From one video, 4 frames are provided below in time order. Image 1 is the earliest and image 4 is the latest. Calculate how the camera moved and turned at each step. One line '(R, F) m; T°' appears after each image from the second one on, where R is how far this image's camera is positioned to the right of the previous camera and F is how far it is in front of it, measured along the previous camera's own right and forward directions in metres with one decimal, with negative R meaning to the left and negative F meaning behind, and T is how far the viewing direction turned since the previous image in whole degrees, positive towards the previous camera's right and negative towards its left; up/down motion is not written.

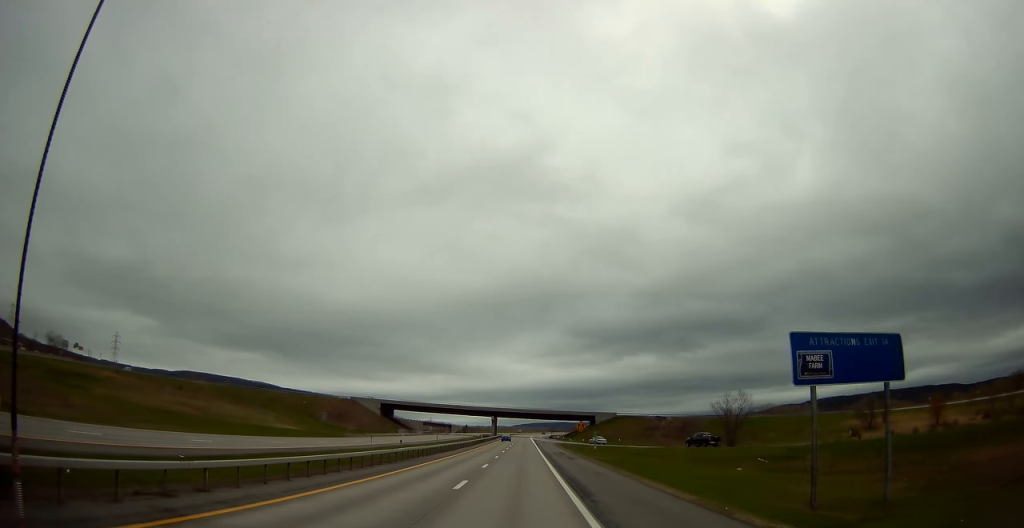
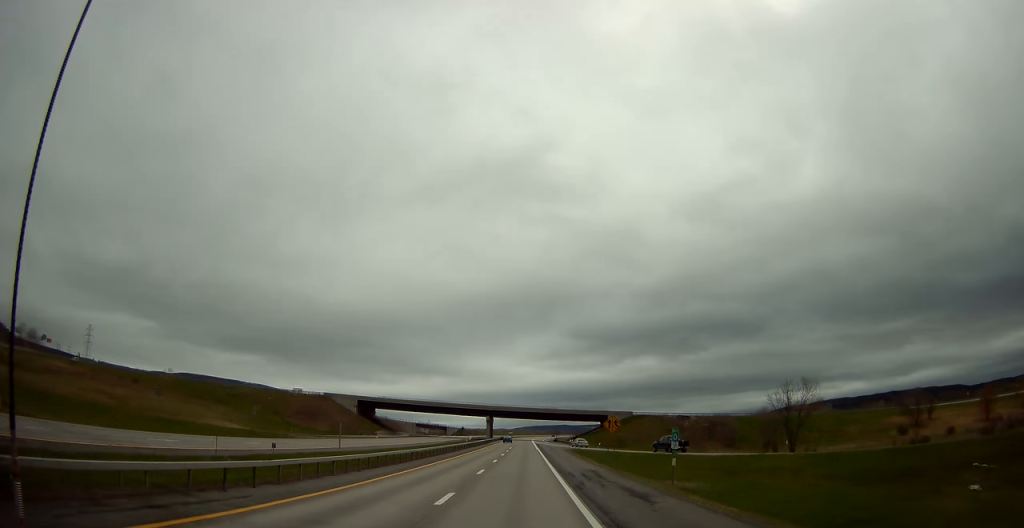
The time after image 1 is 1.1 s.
(+0.1, +28.1) m; 0°
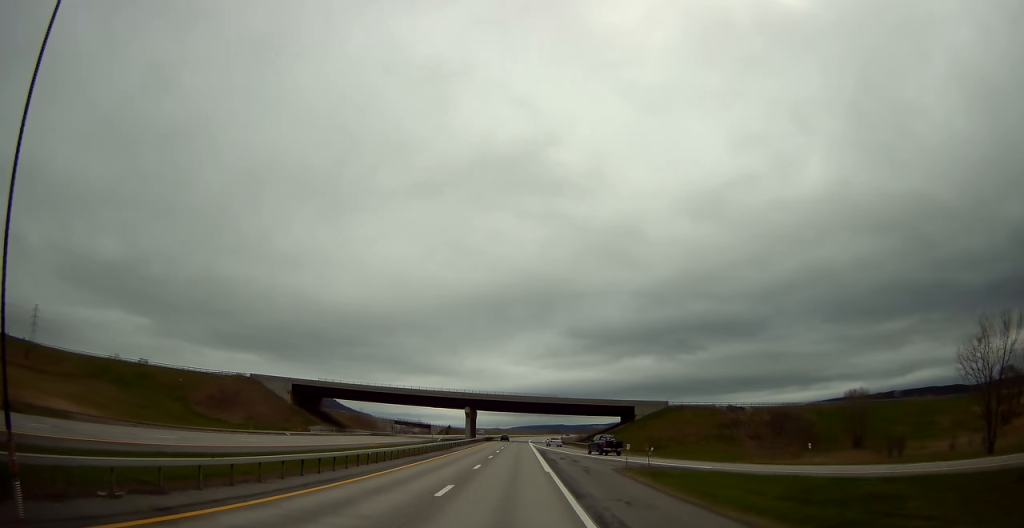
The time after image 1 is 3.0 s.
(-0.3, +46.8) m; 0°
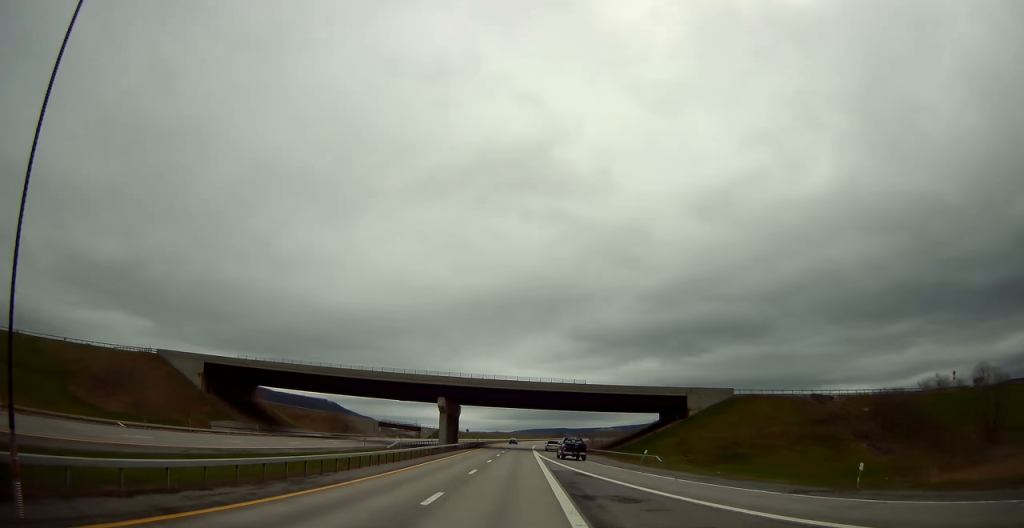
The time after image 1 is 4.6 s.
(0.0, +38.1) m; 0°
